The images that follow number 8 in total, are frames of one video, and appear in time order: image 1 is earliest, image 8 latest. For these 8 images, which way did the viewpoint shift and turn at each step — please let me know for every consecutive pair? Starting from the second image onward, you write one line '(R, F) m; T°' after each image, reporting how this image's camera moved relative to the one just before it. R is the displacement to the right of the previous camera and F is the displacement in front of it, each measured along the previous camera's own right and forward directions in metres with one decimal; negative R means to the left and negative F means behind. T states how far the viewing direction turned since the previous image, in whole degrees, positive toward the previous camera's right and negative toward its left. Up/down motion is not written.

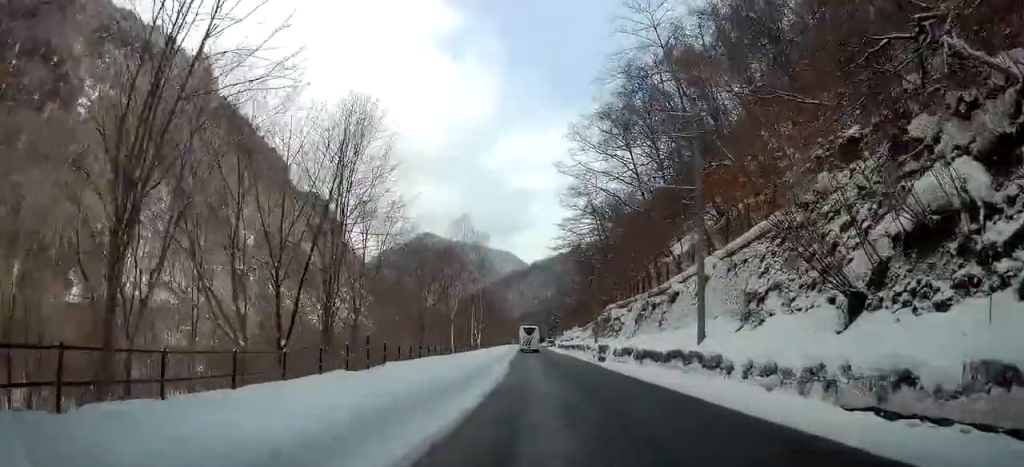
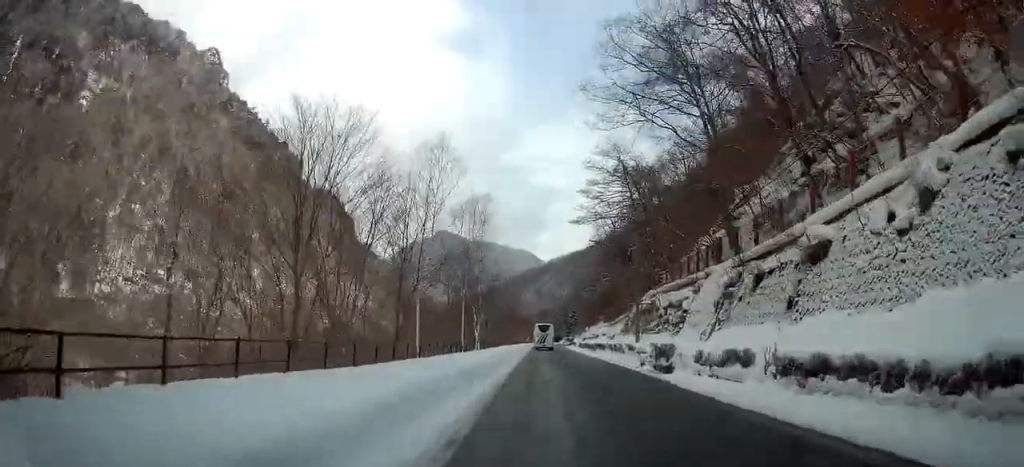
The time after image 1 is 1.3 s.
(-0.4, +18.4) m; -2°
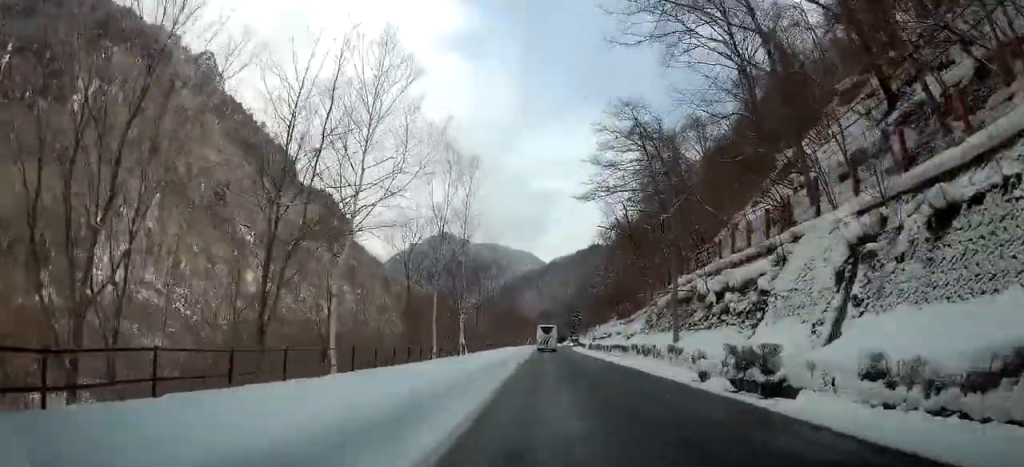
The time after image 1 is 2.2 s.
(0.0, +12.7) m; 0°
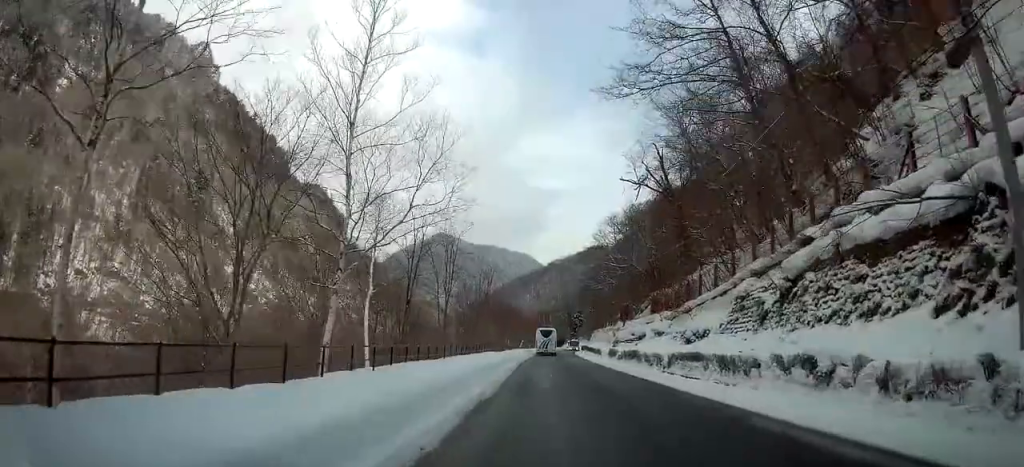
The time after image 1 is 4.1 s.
(+0.1, +26.5) m; 0°
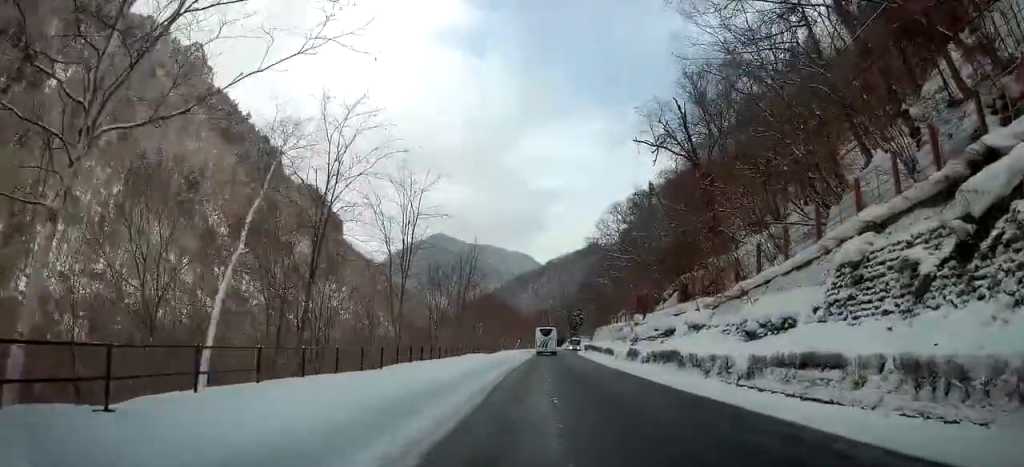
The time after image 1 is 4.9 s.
(0.0, +11.0) m; 0°
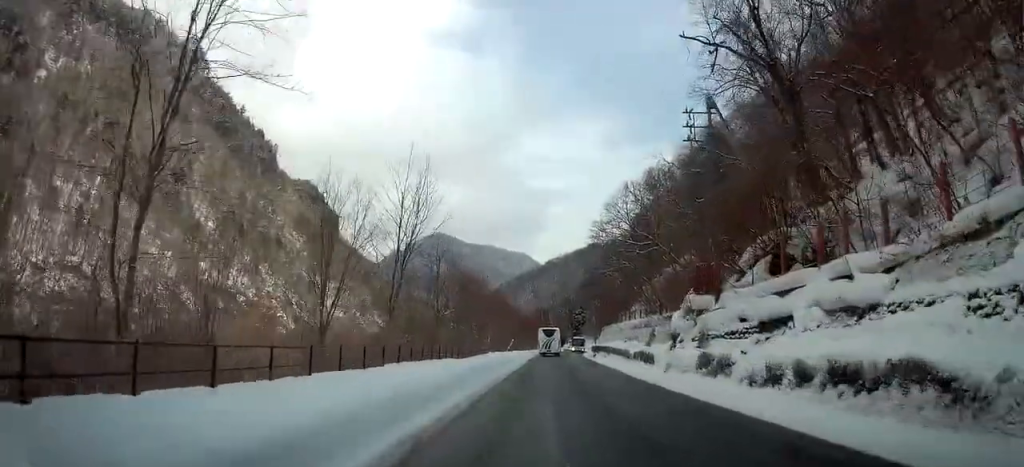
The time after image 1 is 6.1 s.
(+0.1, +17.2) m; 0°
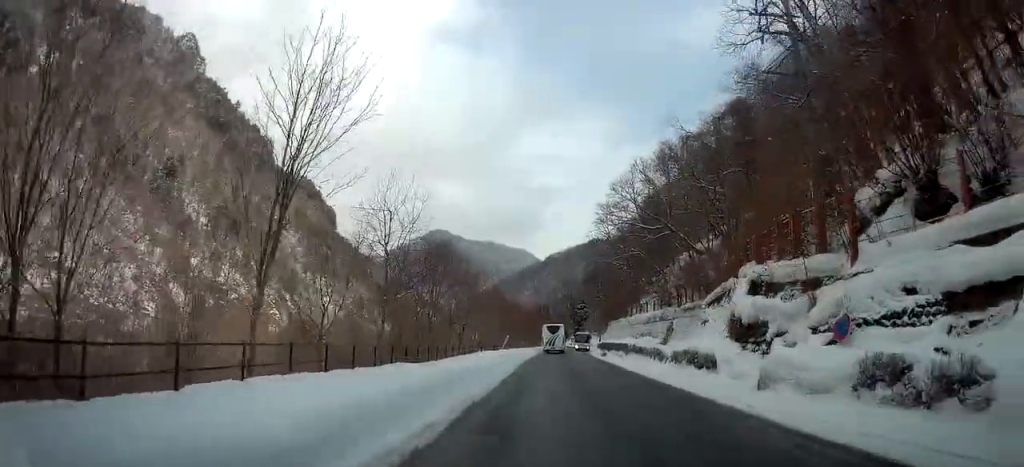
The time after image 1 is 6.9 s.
(0.0, +11.2) m; 0°
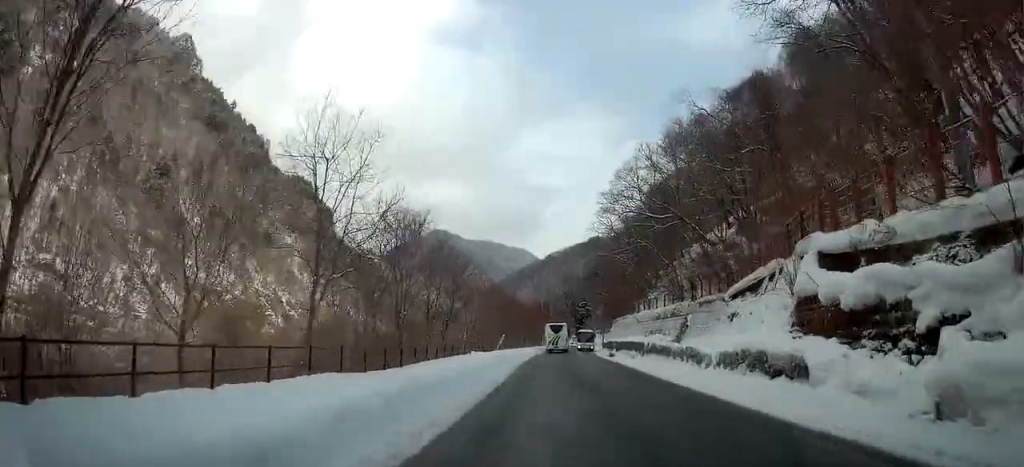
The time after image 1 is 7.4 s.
(-0.1, +7.0) m; 0°
